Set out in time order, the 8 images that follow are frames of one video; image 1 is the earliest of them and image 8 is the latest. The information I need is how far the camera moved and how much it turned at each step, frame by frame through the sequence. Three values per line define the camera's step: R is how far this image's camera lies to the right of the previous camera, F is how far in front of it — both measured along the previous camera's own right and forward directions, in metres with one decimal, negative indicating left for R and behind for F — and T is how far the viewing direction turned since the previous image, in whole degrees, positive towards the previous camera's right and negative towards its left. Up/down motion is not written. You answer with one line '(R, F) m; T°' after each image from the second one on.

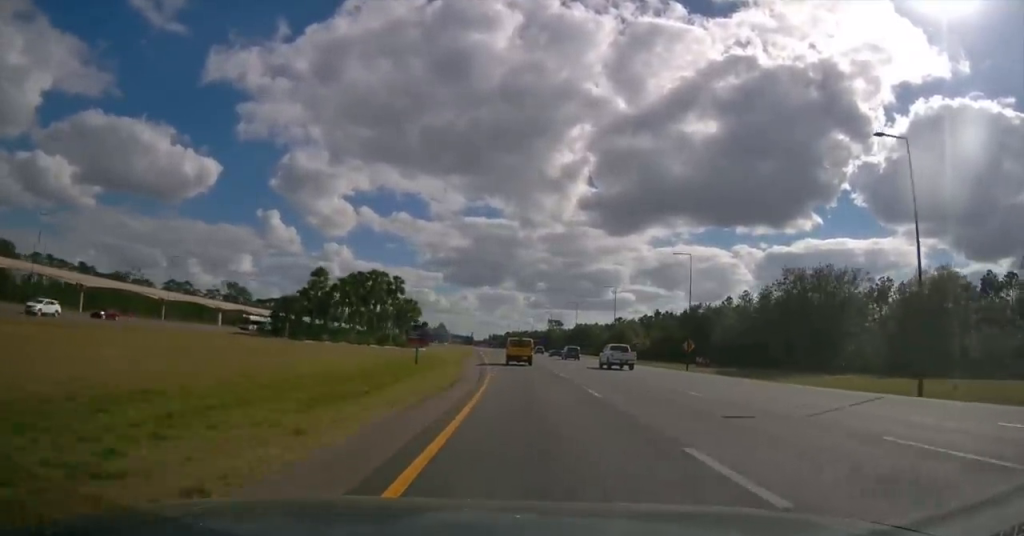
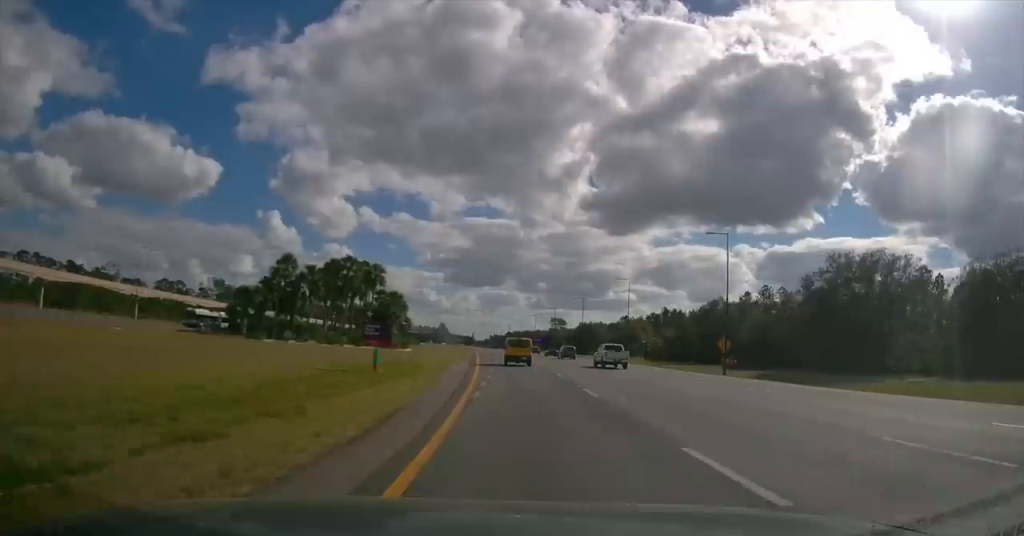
(-0.1, +12.1) m; -1°
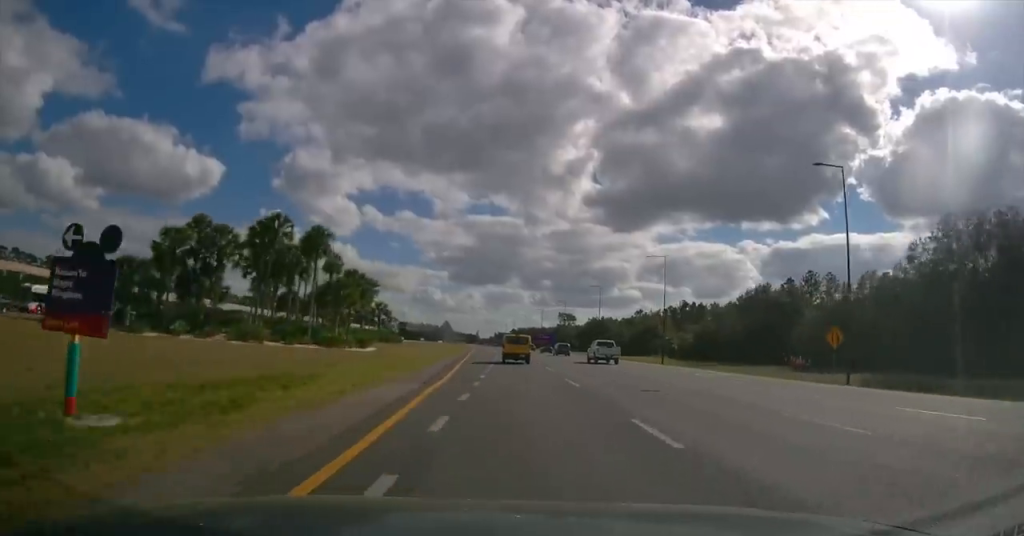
(0.0, +21.0) m; -1°
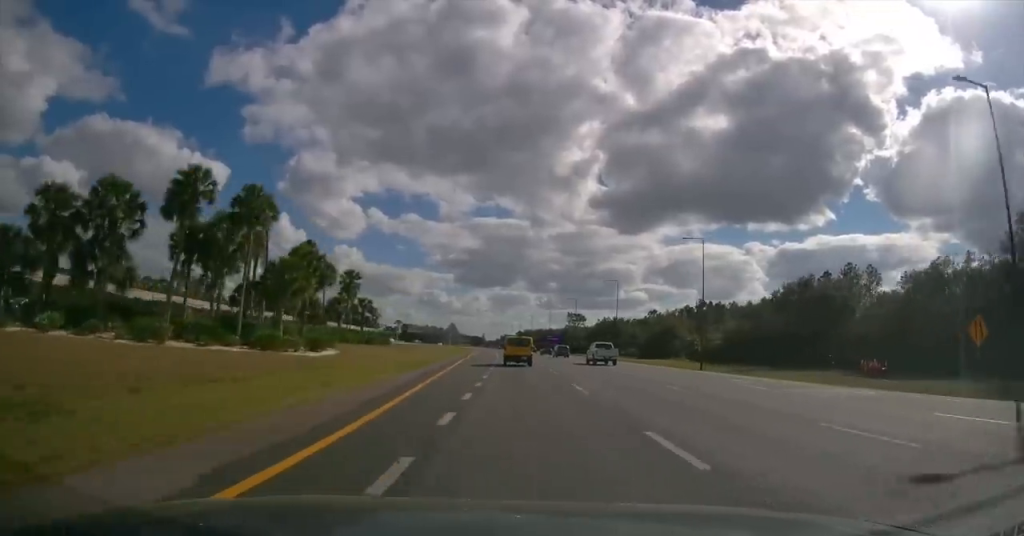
(-0.2, +13.5) m; 0°
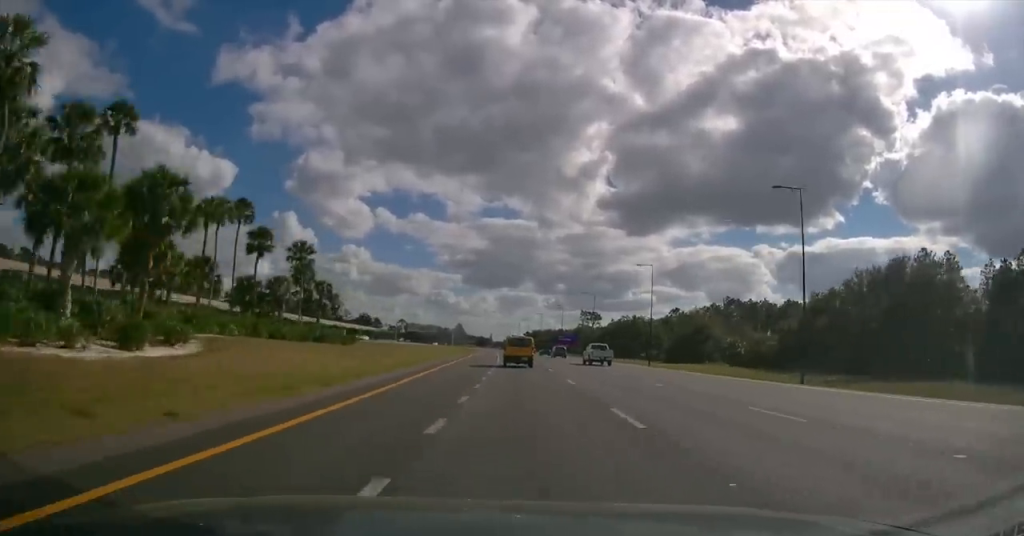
(-0.1, +20.7) m; 0°
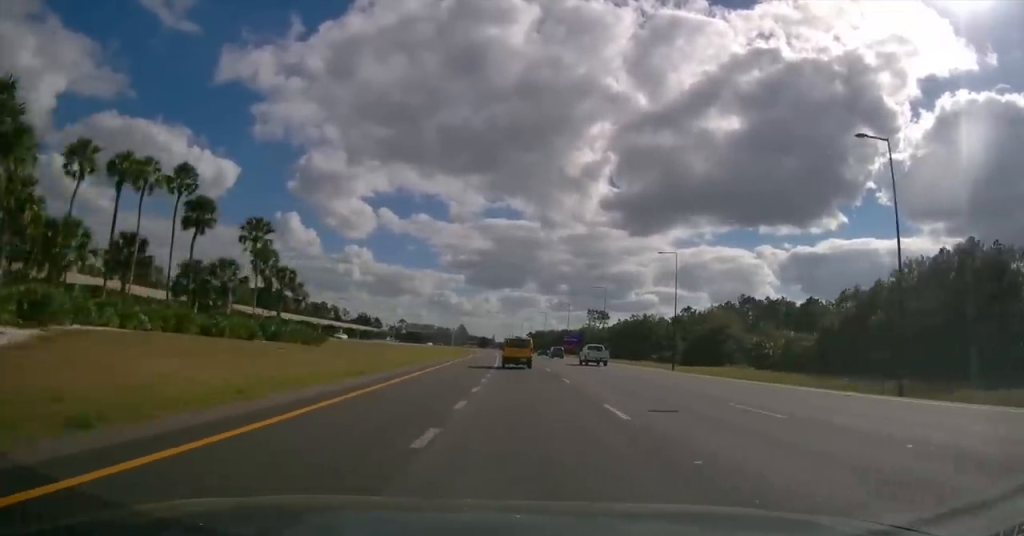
(+0.2, +10.9) m; 0°
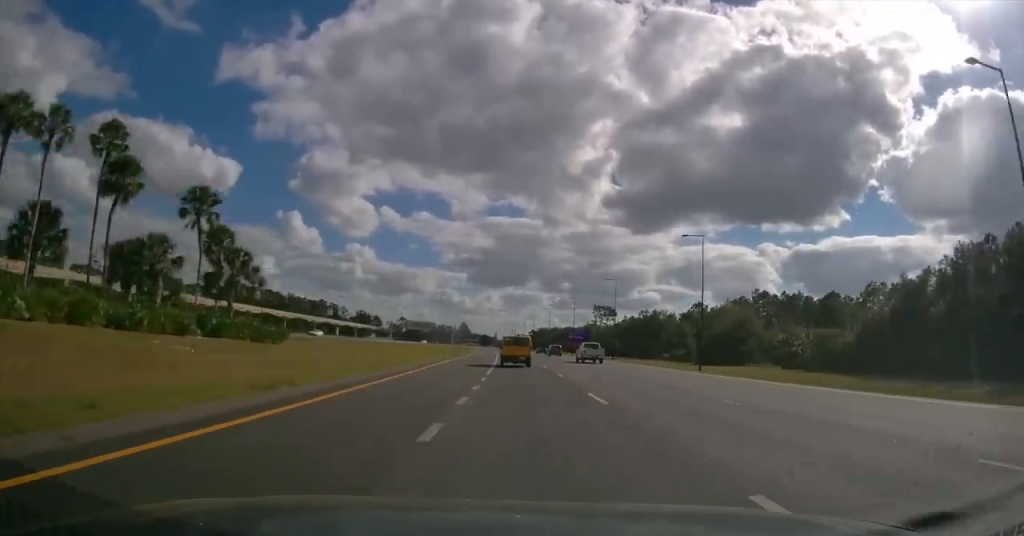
(-0.2, +9.1) m; 0°
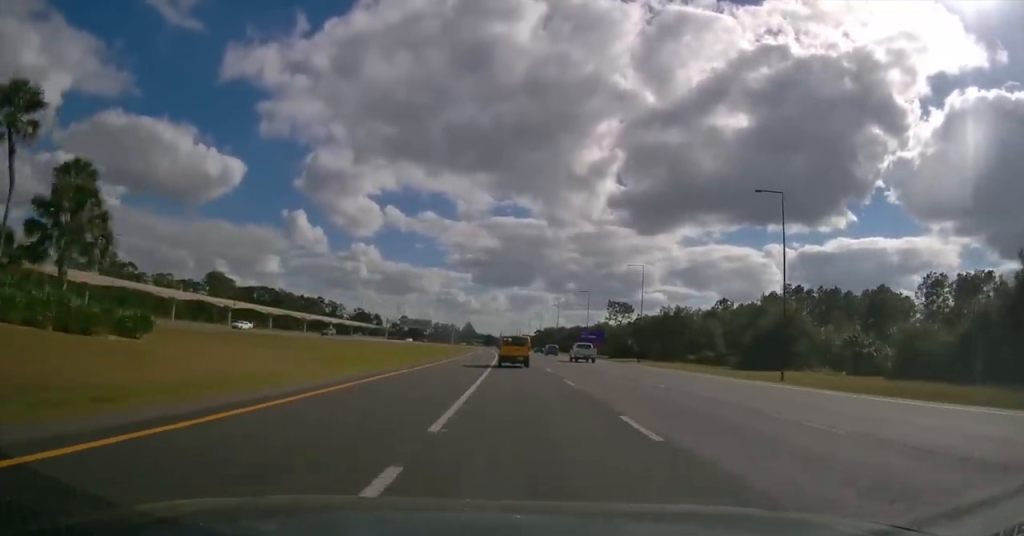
(-0.2, +17.4) m; 0°
